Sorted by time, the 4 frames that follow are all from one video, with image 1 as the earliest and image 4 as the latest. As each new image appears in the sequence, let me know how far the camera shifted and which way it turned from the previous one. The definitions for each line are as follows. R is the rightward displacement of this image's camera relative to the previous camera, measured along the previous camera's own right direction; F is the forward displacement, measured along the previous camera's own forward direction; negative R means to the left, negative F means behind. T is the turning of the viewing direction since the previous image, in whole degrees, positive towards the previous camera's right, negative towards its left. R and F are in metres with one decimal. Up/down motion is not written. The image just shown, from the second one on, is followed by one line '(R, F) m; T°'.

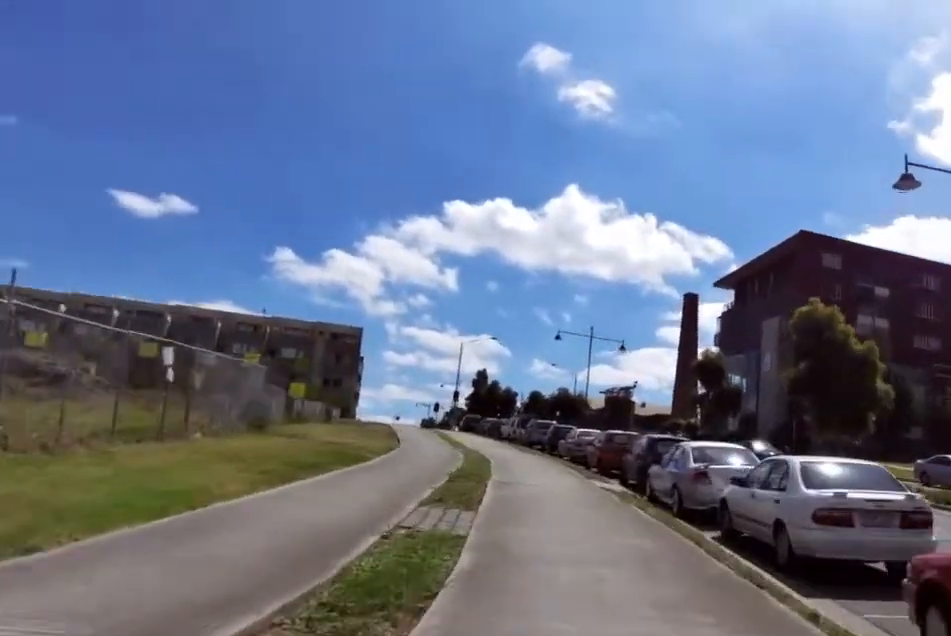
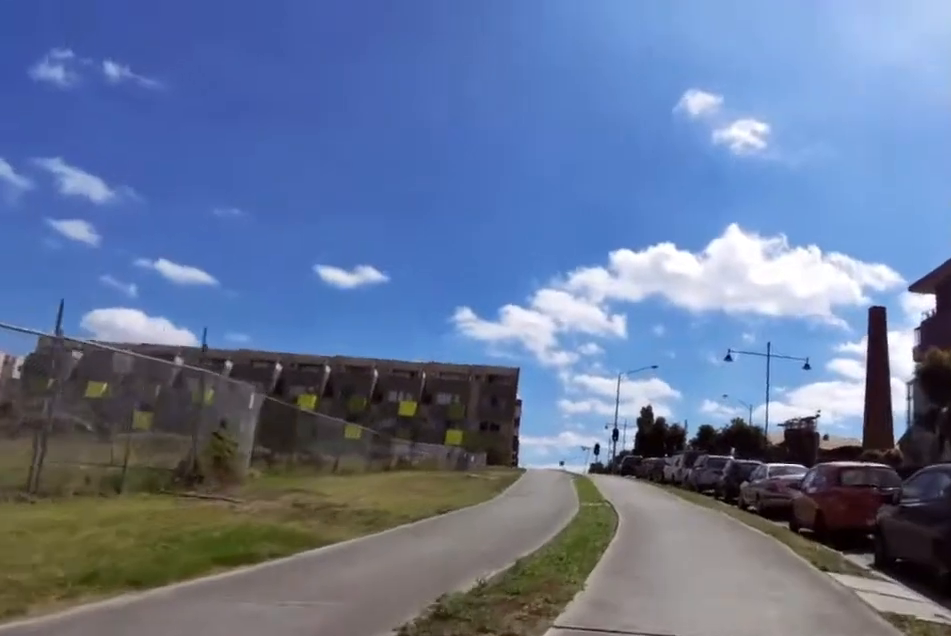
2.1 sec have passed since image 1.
(-3.1, +11.4) m; -9°
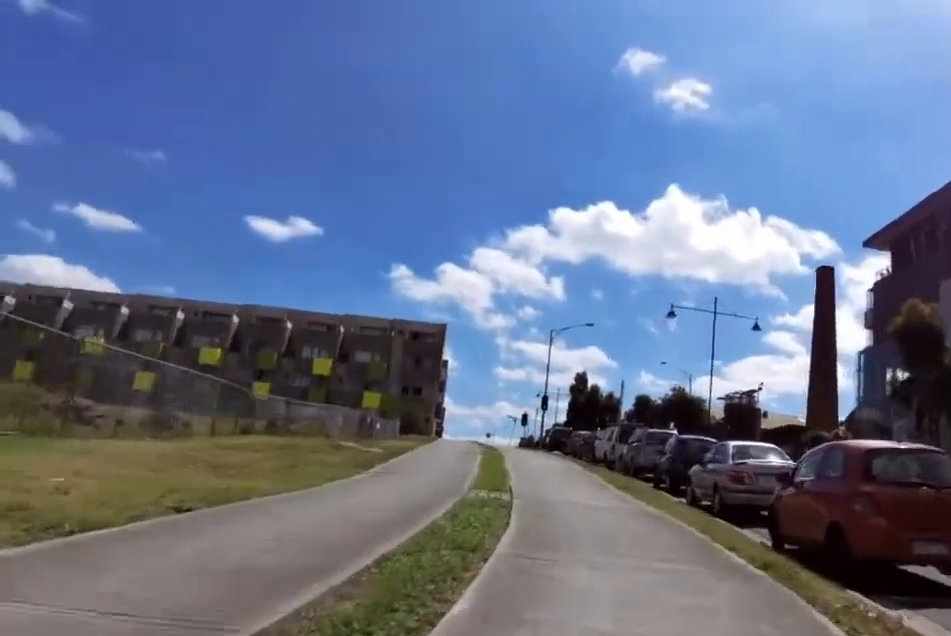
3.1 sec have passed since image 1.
(+1.0, +6.0) m; +4°
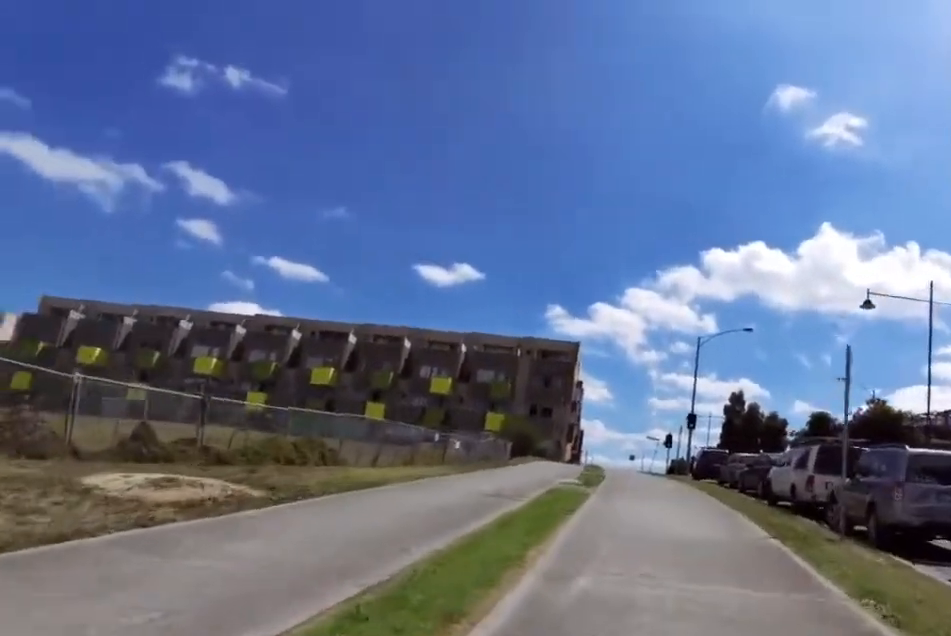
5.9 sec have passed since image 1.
(-3.5, +13.9) m; -8°
